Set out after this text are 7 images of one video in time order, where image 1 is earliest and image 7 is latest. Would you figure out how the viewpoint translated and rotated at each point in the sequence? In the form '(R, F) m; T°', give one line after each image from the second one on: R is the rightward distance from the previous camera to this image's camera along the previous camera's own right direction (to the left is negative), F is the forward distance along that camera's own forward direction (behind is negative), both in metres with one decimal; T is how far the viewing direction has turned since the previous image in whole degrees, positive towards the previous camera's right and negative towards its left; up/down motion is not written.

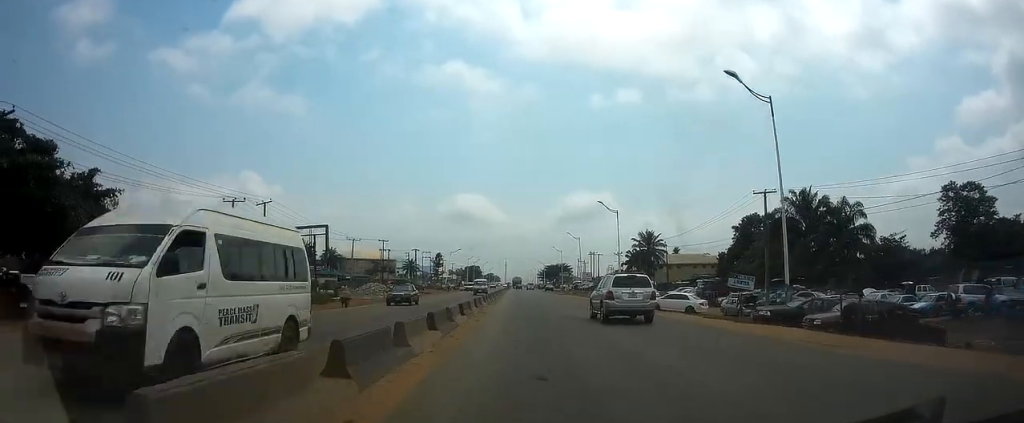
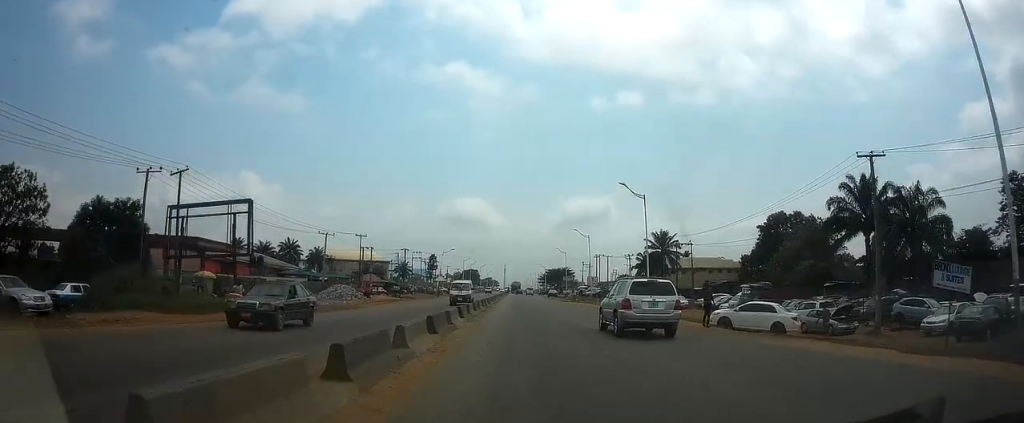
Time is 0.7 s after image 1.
(-0.1, +14.3) m; 0°
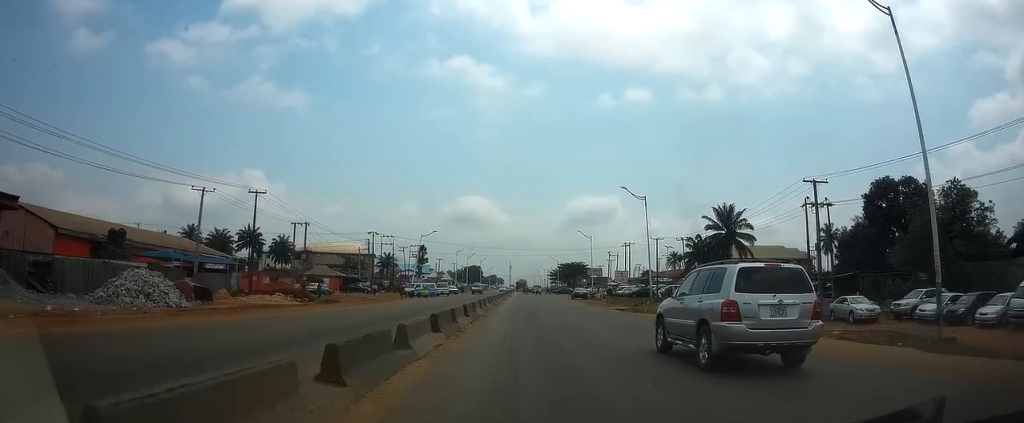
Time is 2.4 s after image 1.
(0.0, +36.2) m; 0°
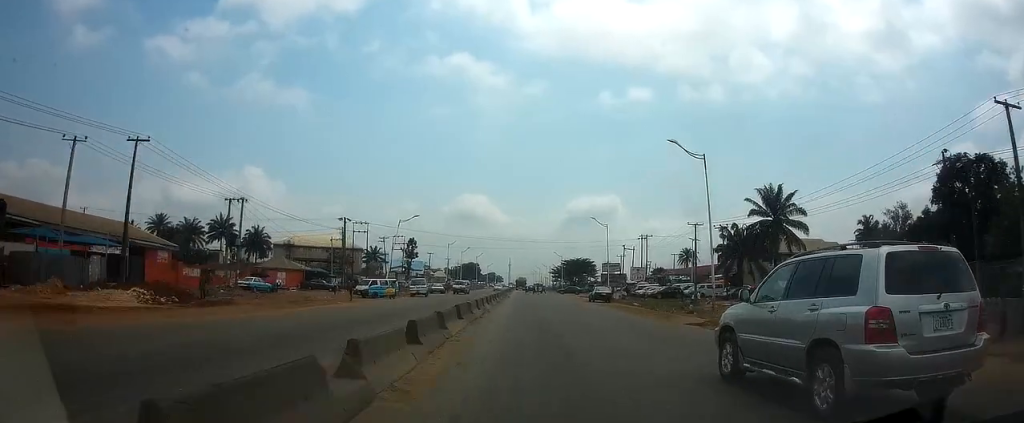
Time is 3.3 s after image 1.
(0.0, +17.8) m; 0°
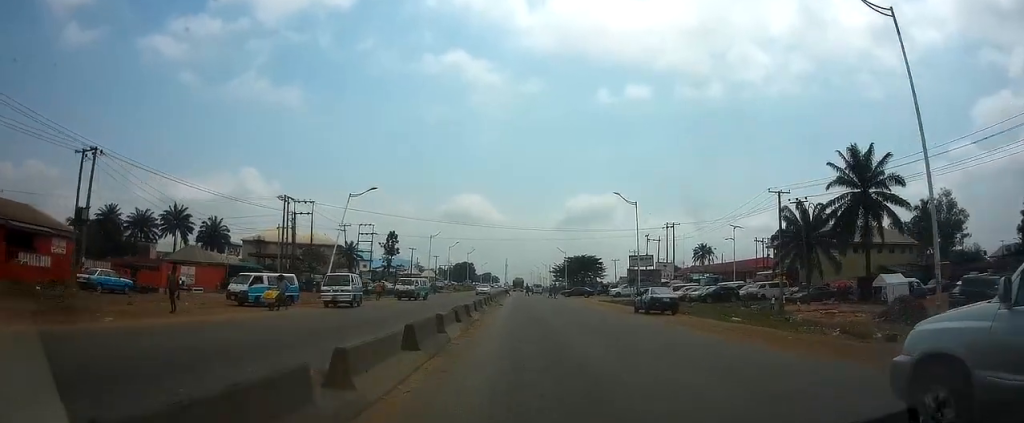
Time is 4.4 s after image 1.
(0.0, +21.4) m; 0°
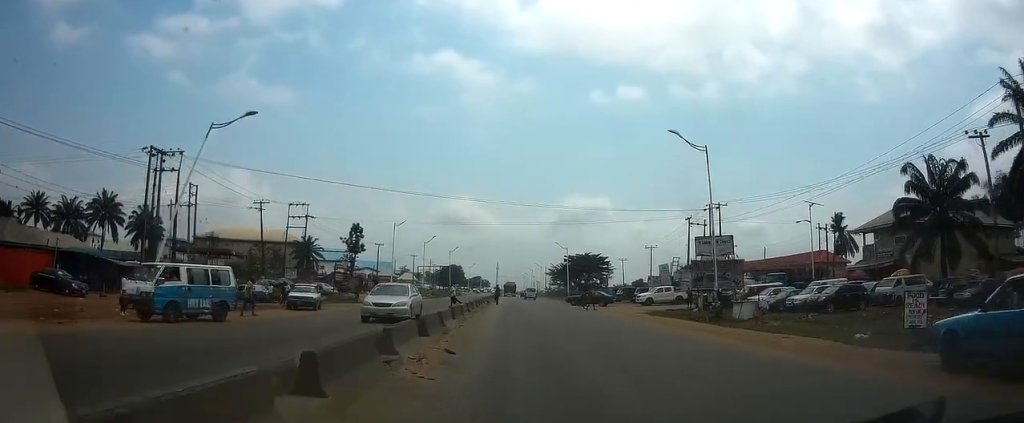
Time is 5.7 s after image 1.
(+0.1, +25.5) m; 0°
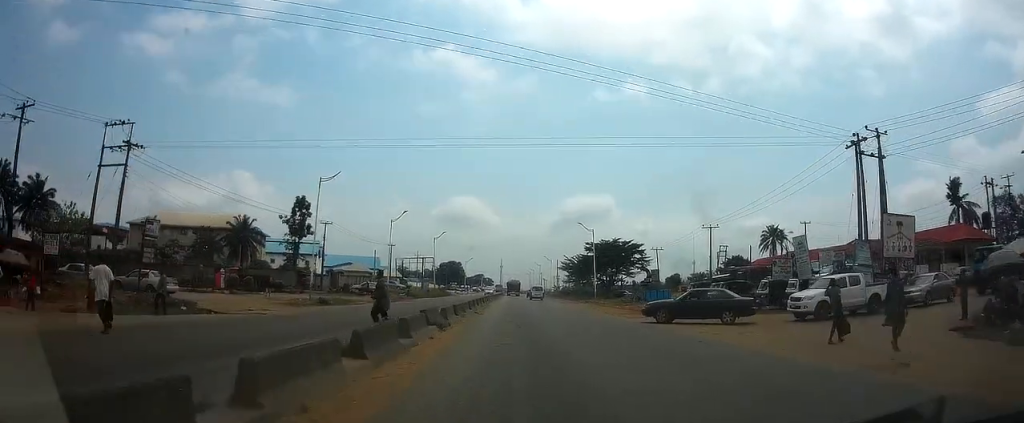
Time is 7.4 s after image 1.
(-0.1, +32.2) m; 0°
